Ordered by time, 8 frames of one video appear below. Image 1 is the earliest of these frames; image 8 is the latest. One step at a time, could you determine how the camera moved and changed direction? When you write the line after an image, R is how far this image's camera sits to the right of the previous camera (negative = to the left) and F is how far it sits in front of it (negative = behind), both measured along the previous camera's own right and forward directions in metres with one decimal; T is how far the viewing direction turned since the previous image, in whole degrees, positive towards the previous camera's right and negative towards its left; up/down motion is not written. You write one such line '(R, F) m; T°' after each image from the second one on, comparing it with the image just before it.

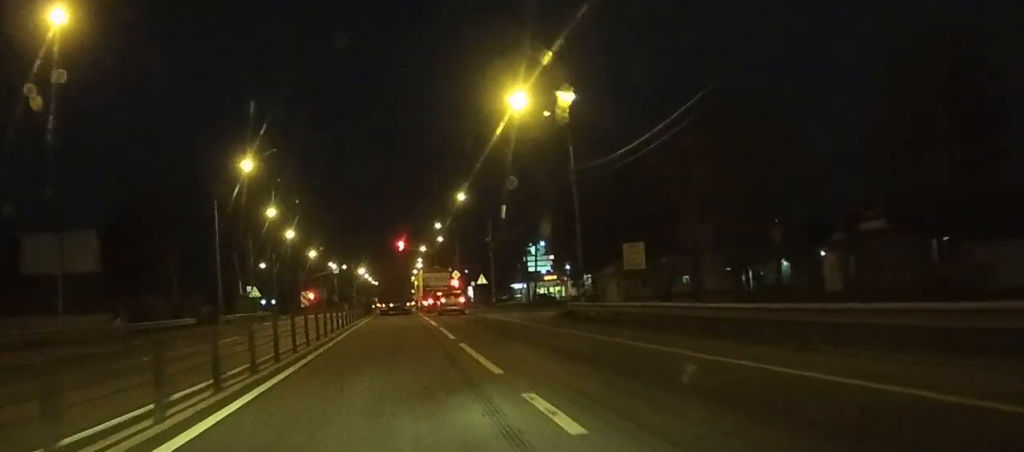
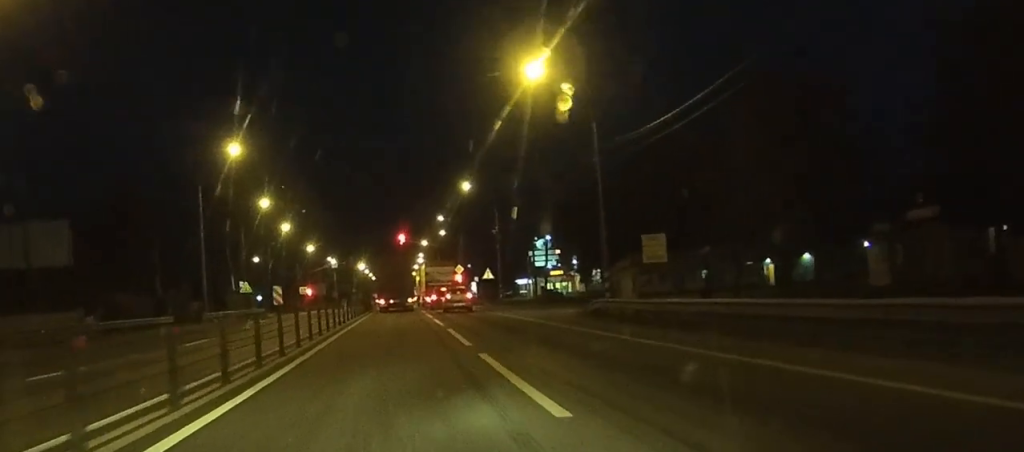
(0.0, +5.3) m; 0°
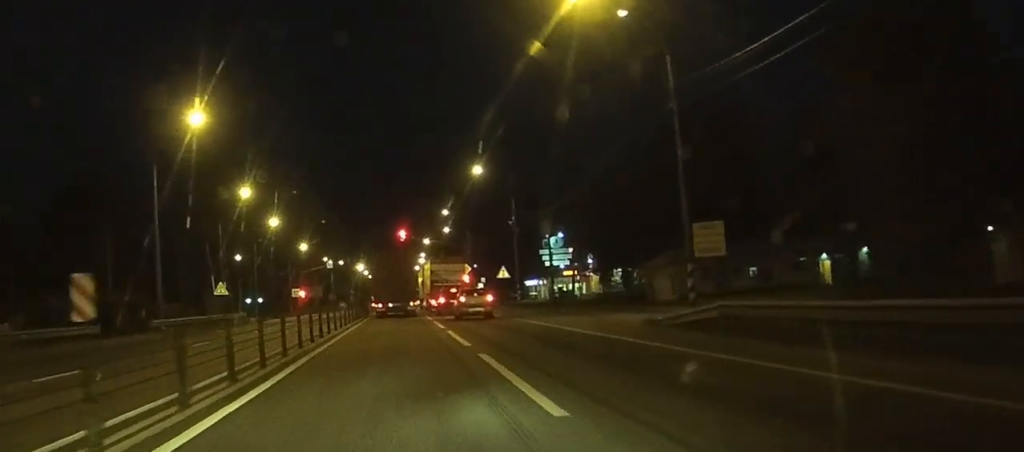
(0.0, +11.1) m; +1°
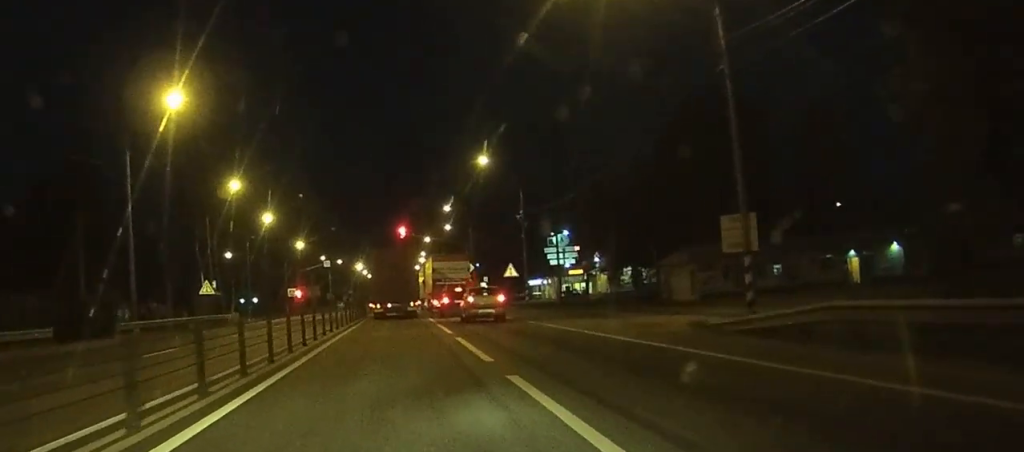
(0.0, +4.7) m; 0°
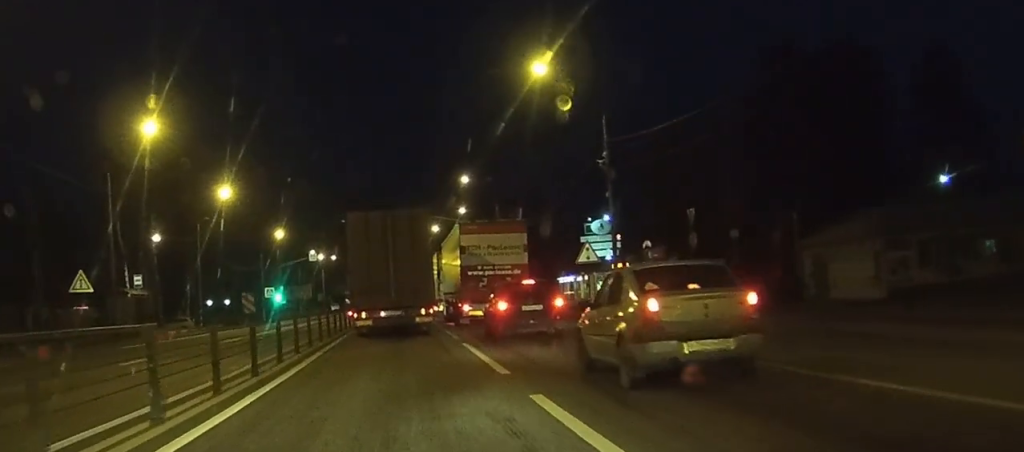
(-0.1, +24.5) m; 0°
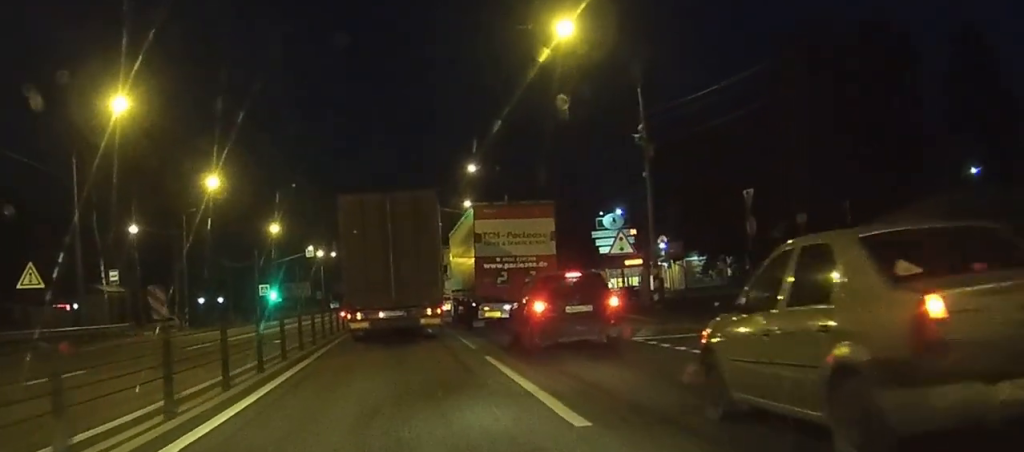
(0.0, +5.3) m; 0°
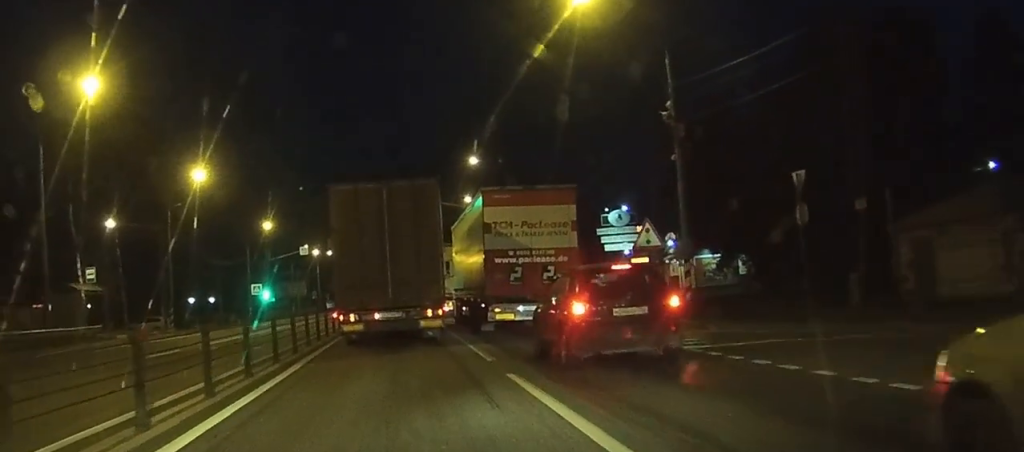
(0.0, +3.8) m; 0°
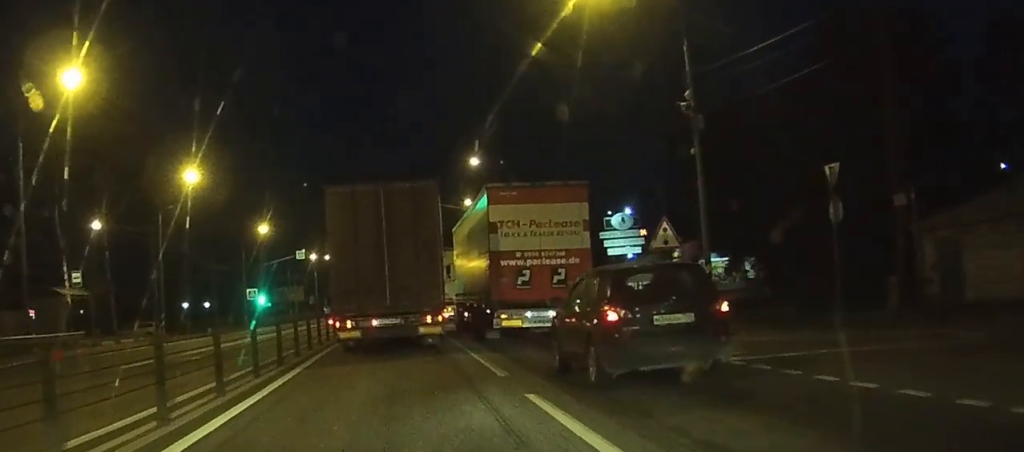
(0.0, +2.1) m; 0°
